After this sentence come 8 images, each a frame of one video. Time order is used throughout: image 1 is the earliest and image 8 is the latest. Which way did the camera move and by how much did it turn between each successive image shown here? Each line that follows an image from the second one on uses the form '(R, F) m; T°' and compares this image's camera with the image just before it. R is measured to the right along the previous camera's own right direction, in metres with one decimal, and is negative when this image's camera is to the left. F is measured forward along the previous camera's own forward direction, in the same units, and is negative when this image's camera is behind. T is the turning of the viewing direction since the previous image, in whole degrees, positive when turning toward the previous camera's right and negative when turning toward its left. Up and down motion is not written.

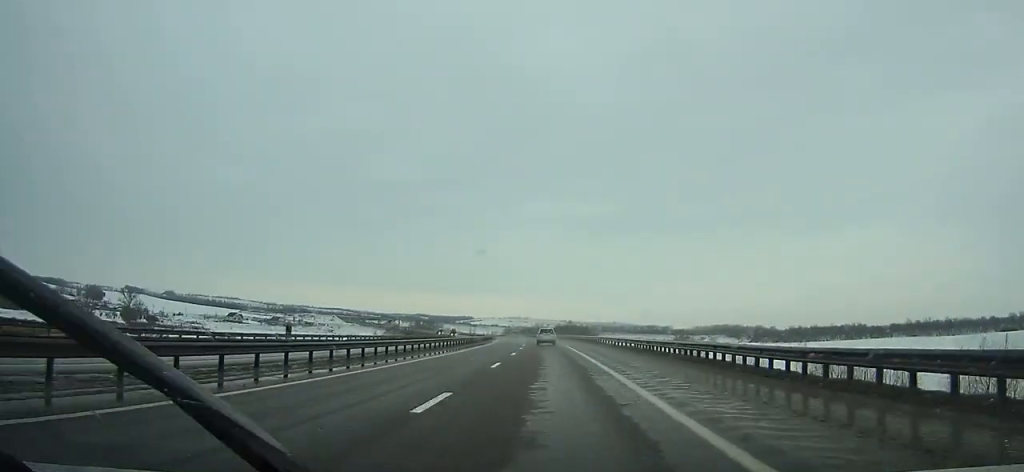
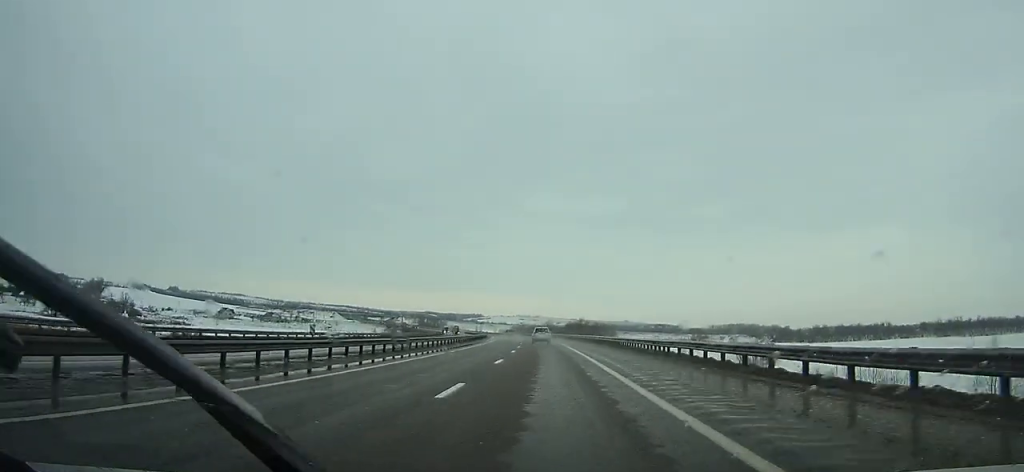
(-0.2, +33.2) m; -1°
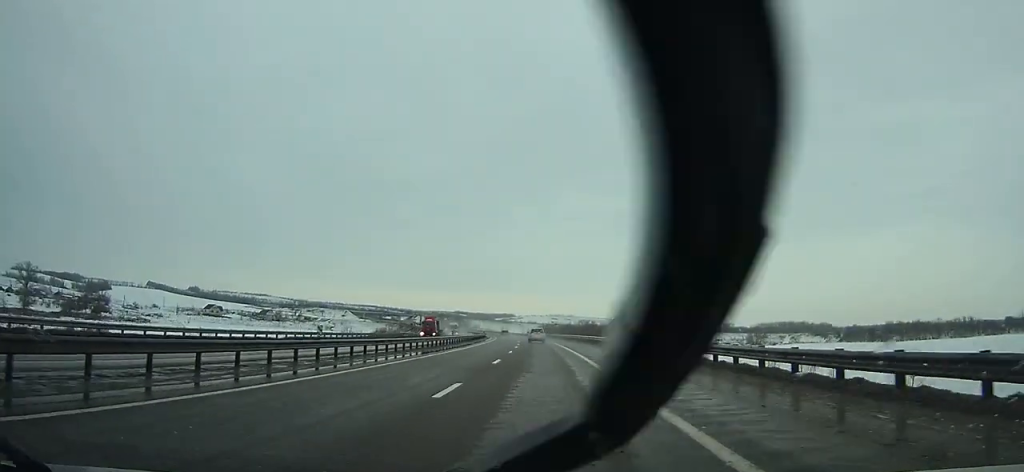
(-1.7, +71.1) m; -3°
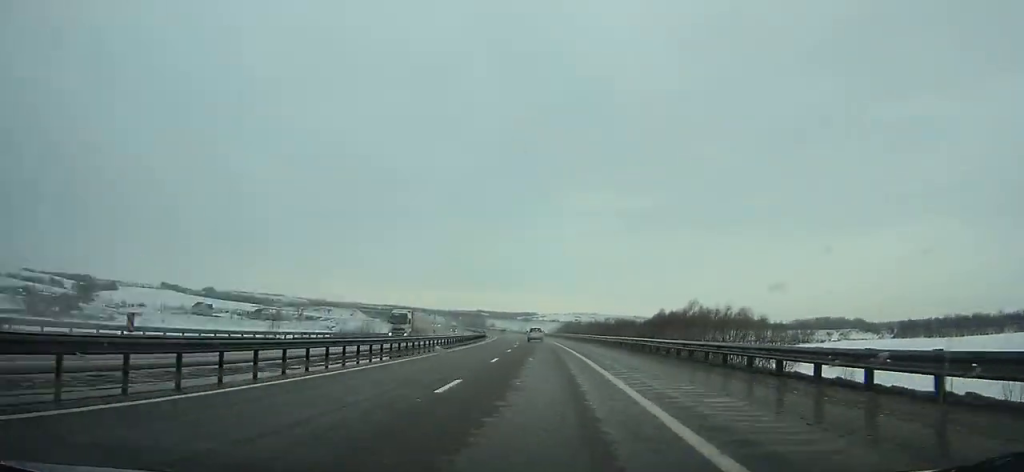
(-0.9, +47.4) m; -2°
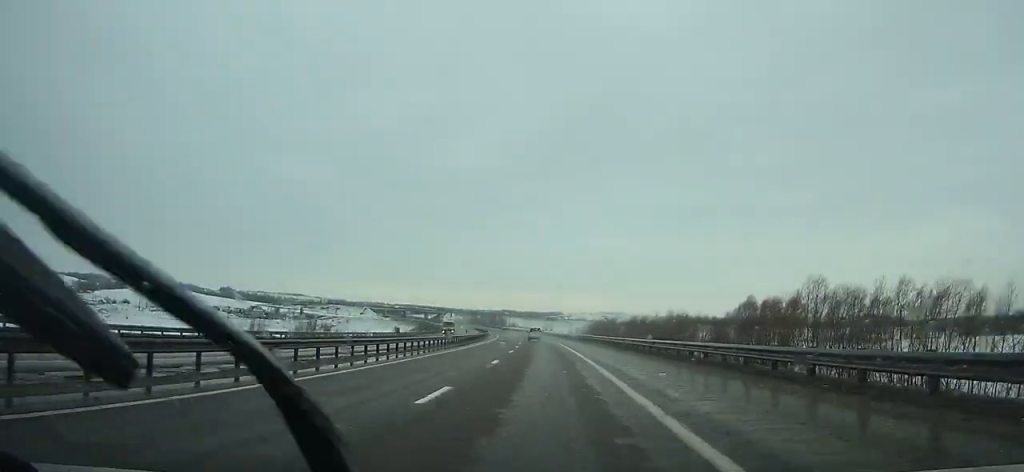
(-1.3, +49.6) m; -2°
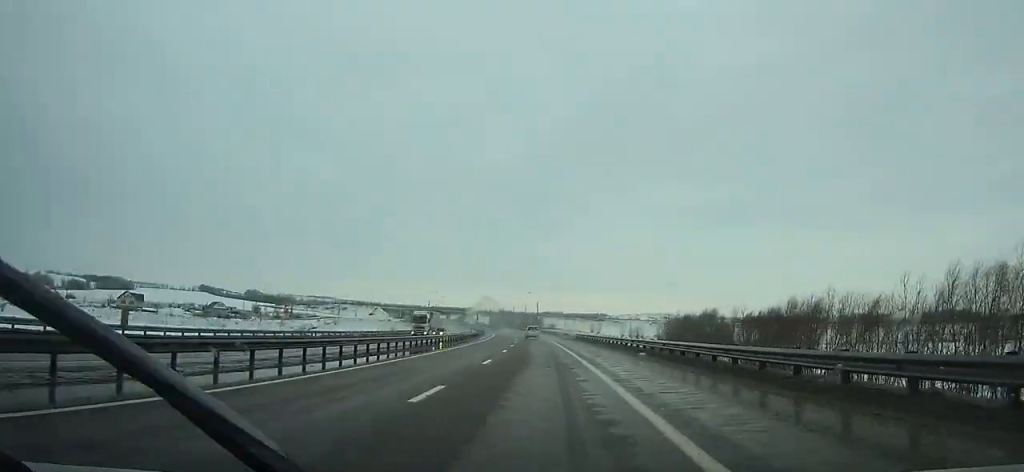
(-3.2, +94.8) m; -4°
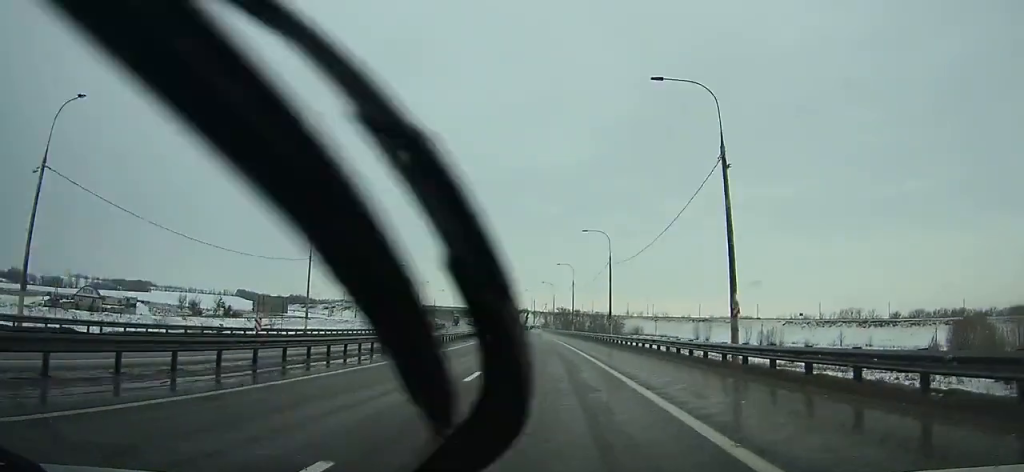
(-8.5, +139.5) m; -7°
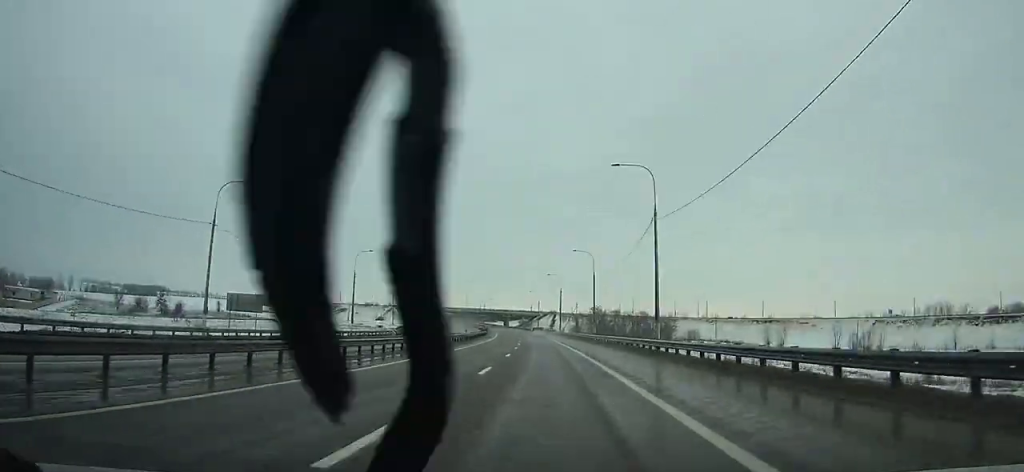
(-1.6, +56.2) m; -3°
